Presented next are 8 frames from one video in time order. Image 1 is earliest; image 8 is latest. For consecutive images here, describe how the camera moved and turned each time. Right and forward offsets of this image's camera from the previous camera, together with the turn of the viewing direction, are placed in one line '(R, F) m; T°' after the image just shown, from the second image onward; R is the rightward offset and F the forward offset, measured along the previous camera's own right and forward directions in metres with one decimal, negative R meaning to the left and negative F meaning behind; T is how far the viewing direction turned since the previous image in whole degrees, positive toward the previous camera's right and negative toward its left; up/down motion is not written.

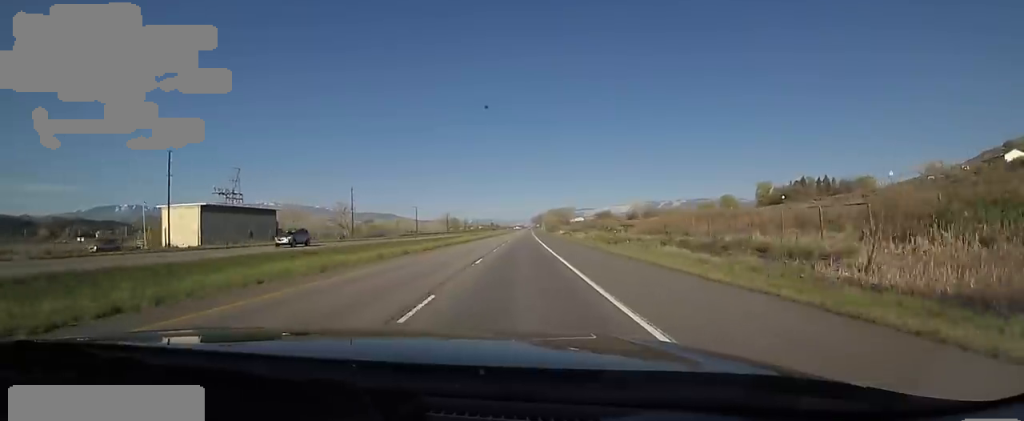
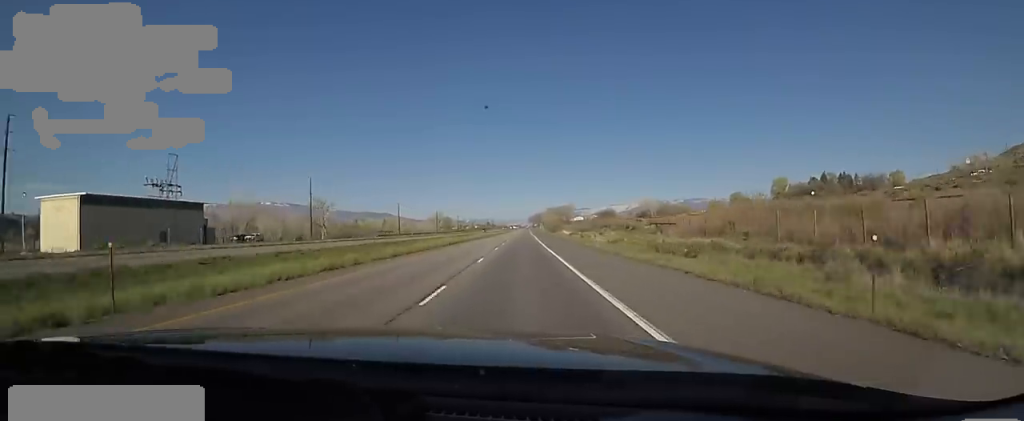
(-0.1, +23.1) m; 0°
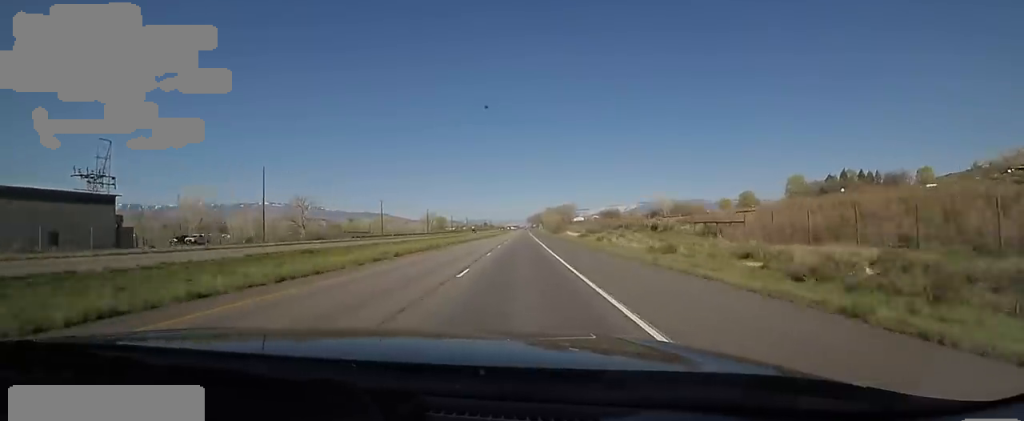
(0.0, +18.5) m; 0°
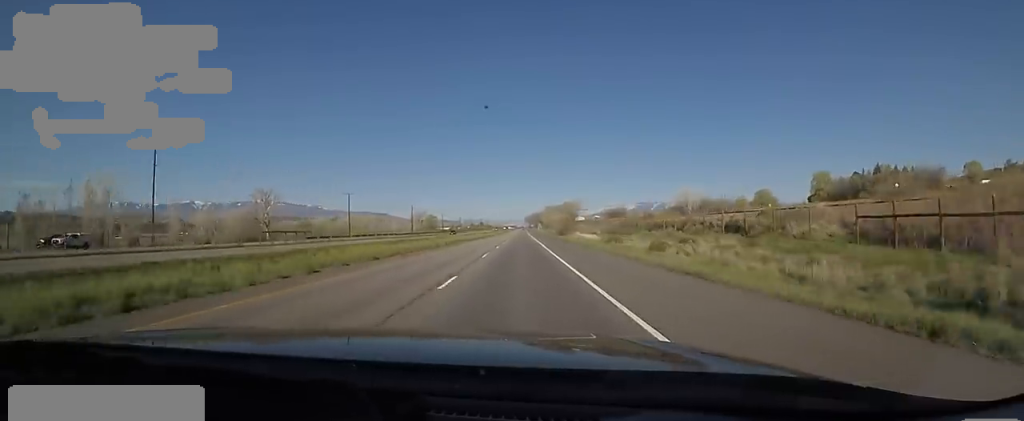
(+0.1, +26.7) m; 0°
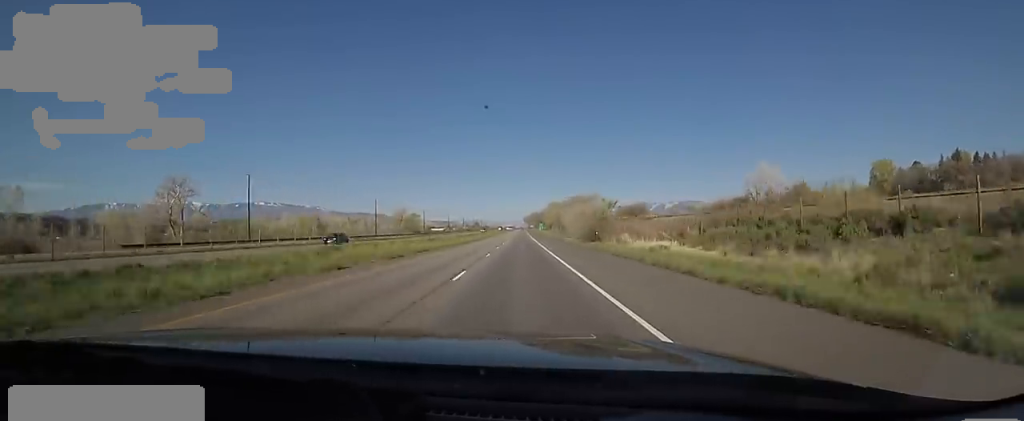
(-0.1, +46.5) m; 0°
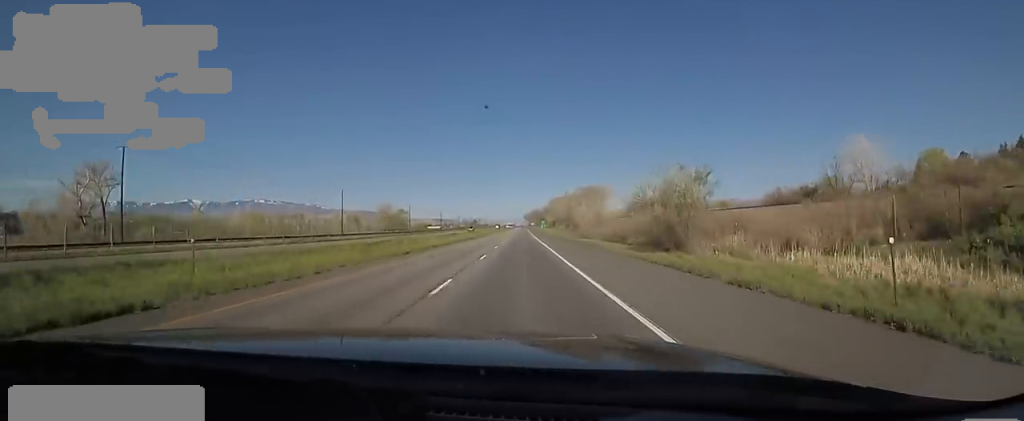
(+0.1, +28.0) m; +2°
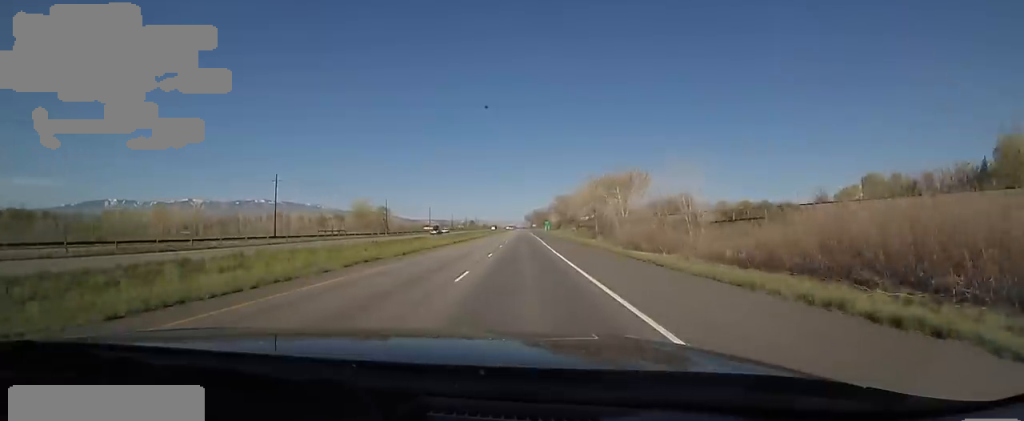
(+1.0, +33.8) m; +1°
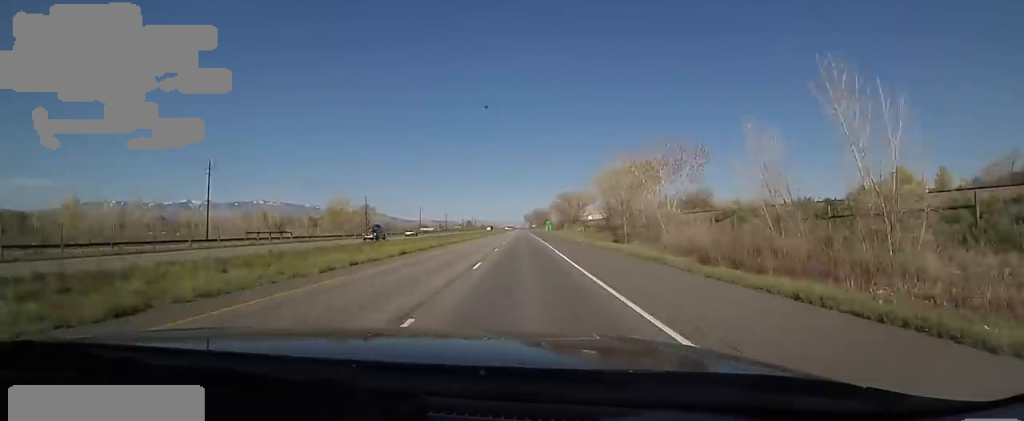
(+0.1, +19.8) m; -1°
